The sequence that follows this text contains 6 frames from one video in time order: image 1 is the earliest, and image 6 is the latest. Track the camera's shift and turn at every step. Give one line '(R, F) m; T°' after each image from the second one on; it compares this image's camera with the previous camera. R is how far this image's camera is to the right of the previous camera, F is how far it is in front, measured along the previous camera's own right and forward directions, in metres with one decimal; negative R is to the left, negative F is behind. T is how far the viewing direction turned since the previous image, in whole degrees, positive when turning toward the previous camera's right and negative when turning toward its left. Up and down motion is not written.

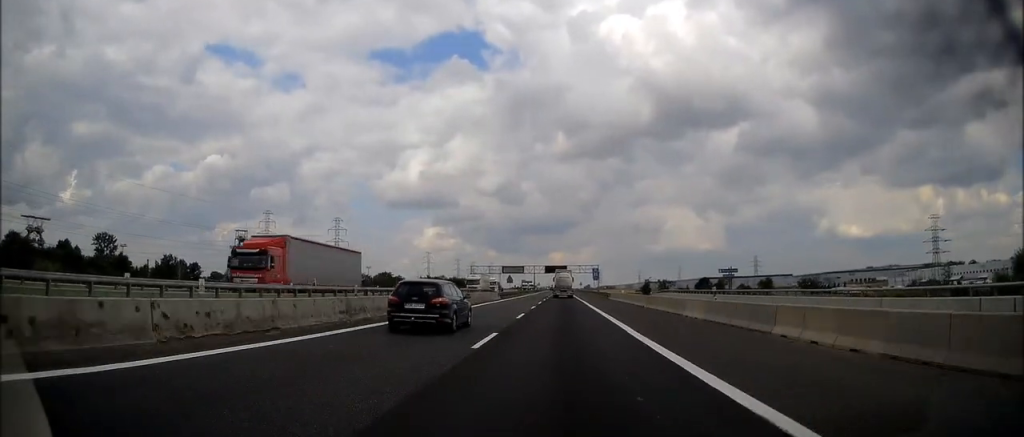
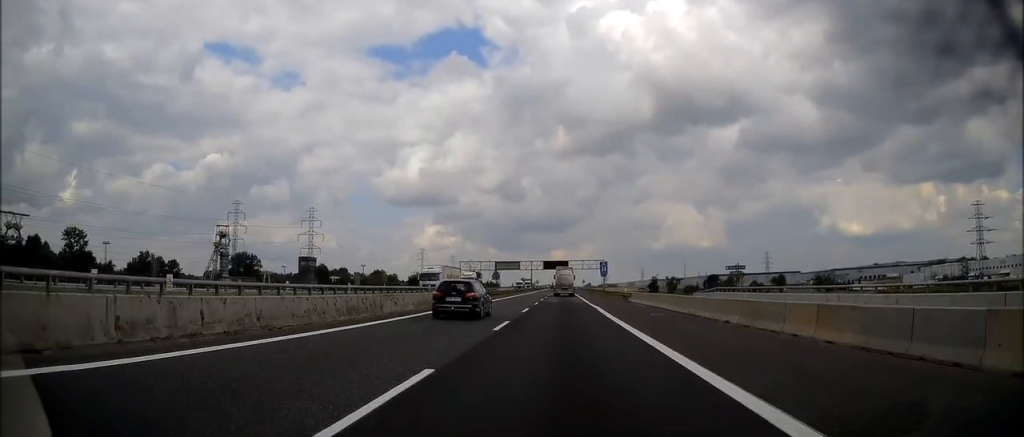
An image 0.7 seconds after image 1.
(0.0, +21.0) m; 0°
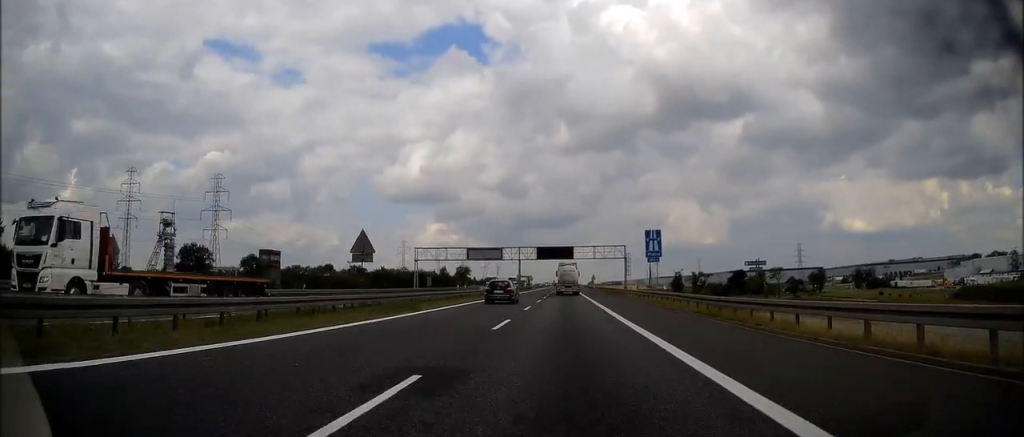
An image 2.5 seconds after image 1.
(0.0, +51.5) m; 0°
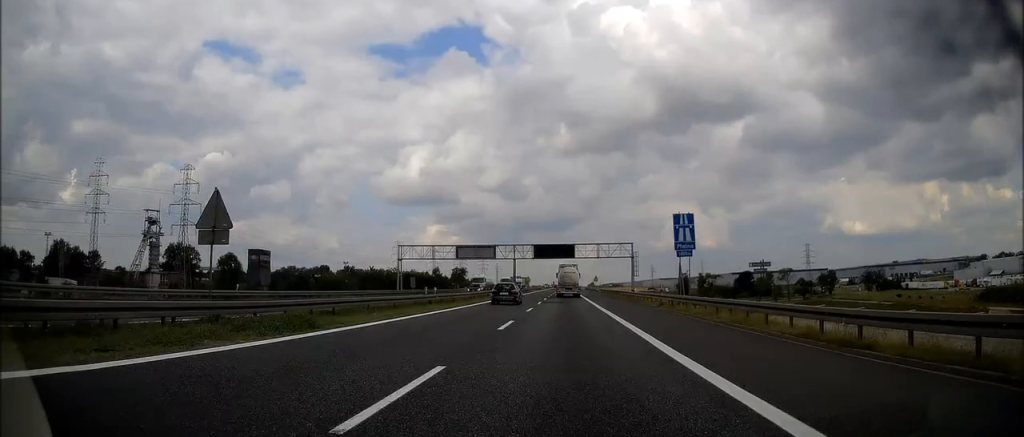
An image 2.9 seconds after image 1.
(0.0, +11.5) m; 0°
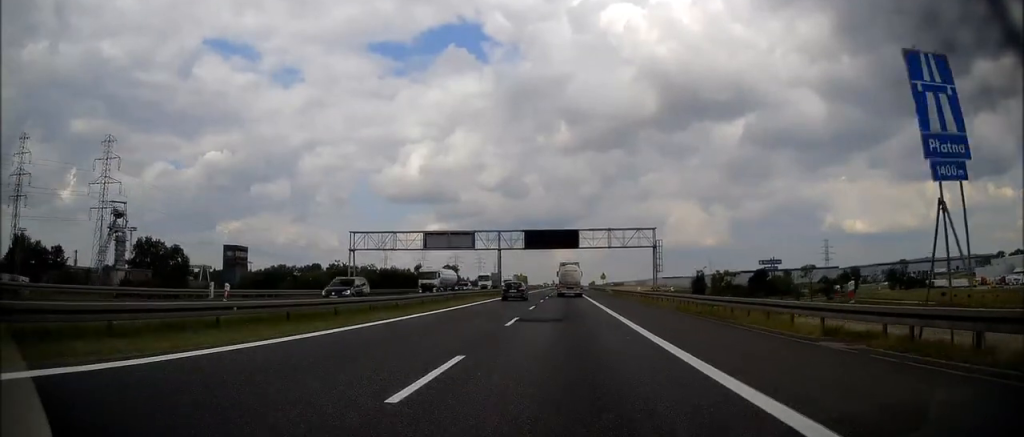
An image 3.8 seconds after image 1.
(-0.2, +23.9) m; 0°
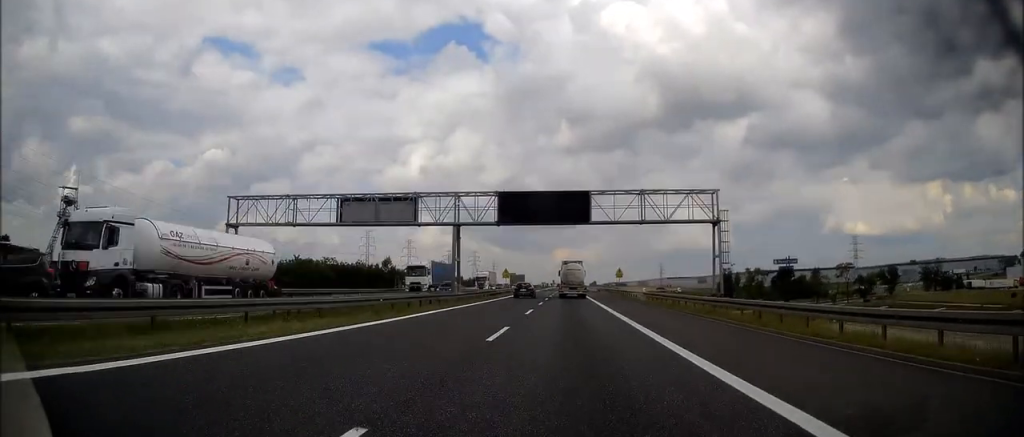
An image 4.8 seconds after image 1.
(0.0, +30.8) m; 0°
